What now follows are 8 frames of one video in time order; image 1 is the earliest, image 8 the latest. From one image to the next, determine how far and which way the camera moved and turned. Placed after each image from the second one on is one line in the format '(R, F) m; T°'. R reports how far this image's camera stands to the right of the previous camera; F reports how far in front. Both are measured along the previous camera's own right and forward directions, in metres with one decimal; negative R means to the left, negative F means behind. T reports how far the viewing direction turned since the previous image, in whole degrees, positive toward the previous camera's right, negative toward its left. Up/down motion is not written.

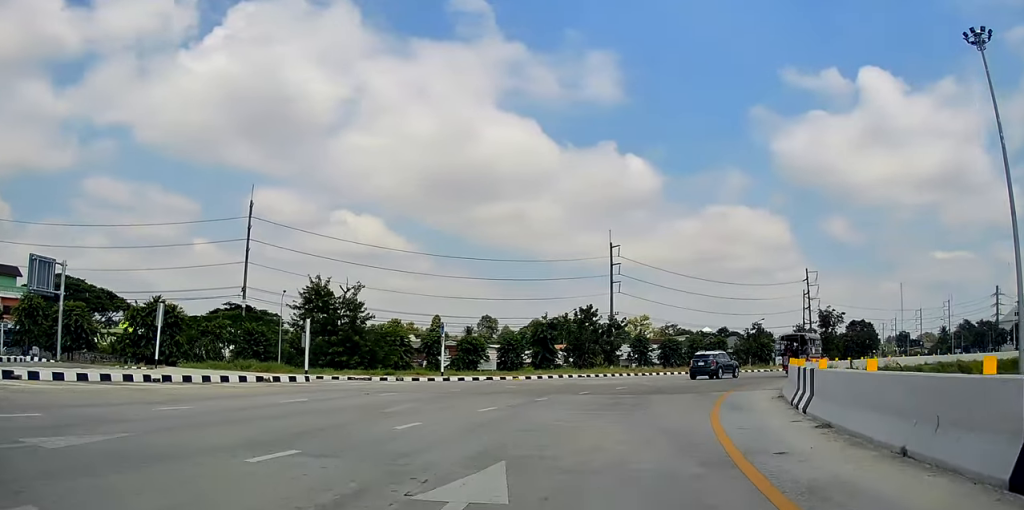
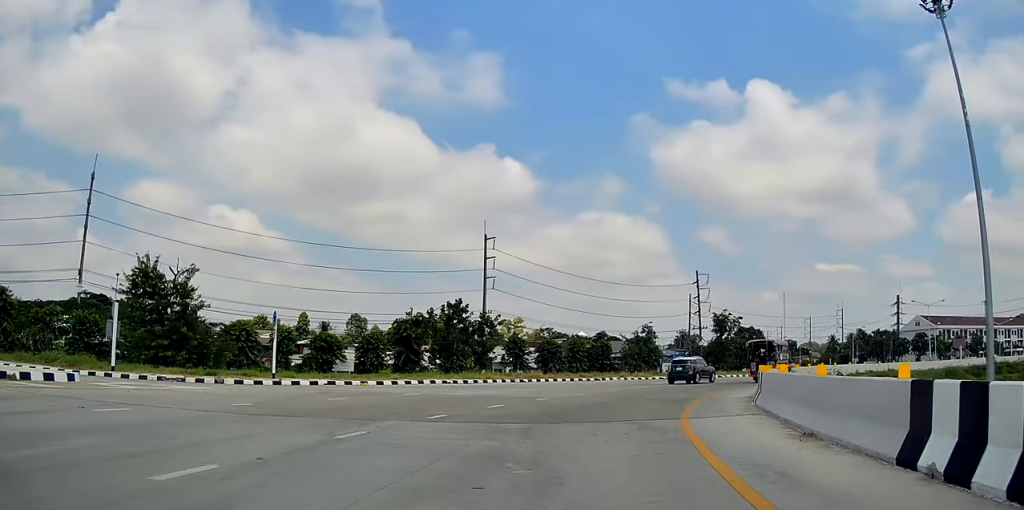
(+0.3, +9.0) m; +5°
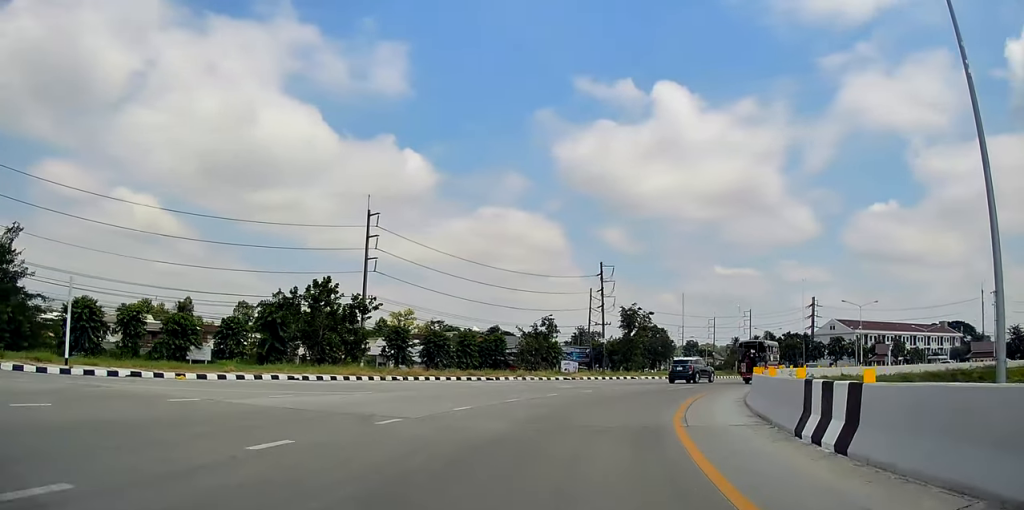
(+0.5, +9.2) m; +8°
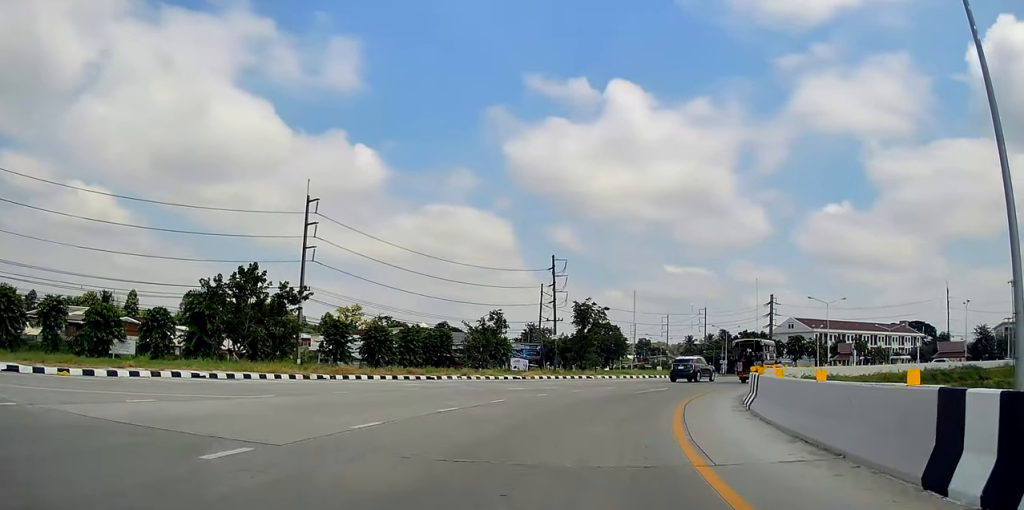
(+0.1, +4.7) m; +5°
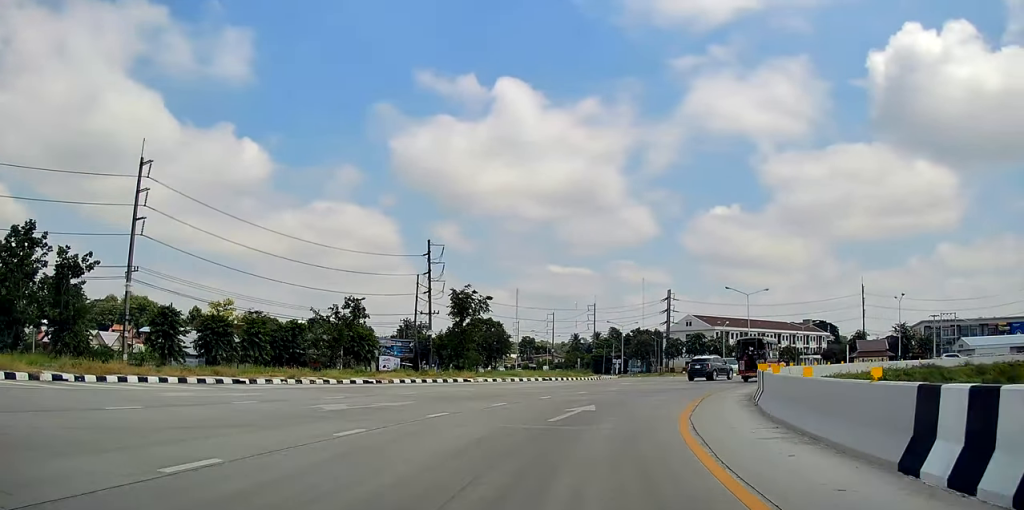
(+1.5, +11.7) m; +14°
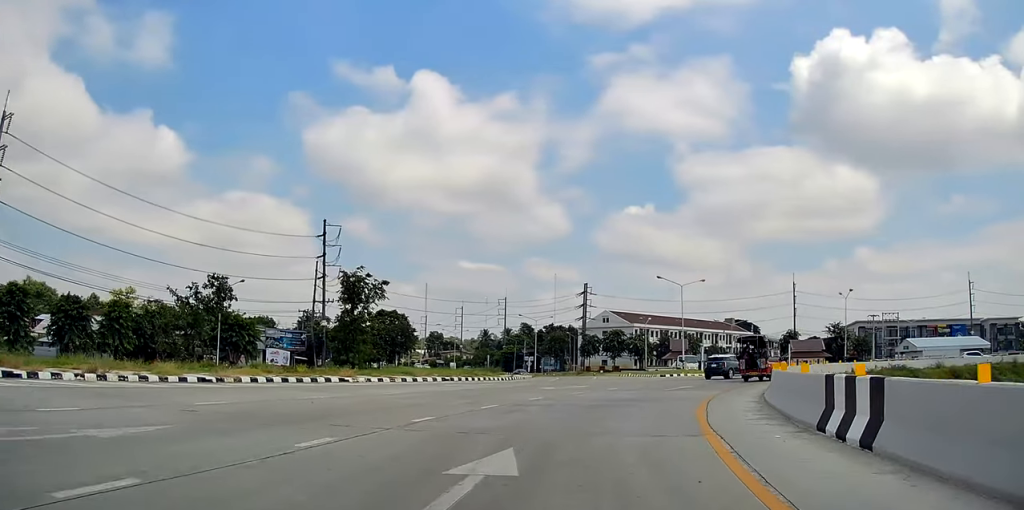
(+0.8, +9.2) m; +7°
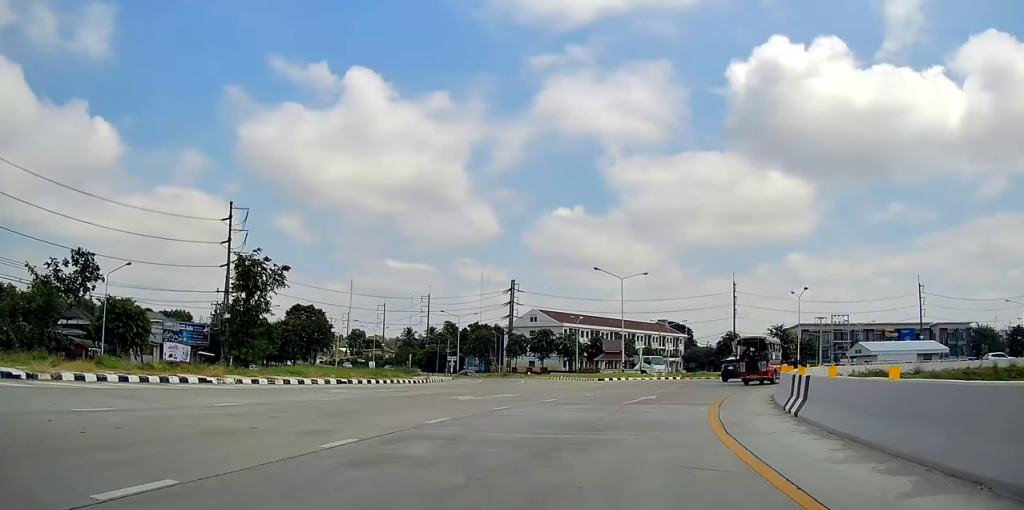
(+0.2, +7.3) m; +4°
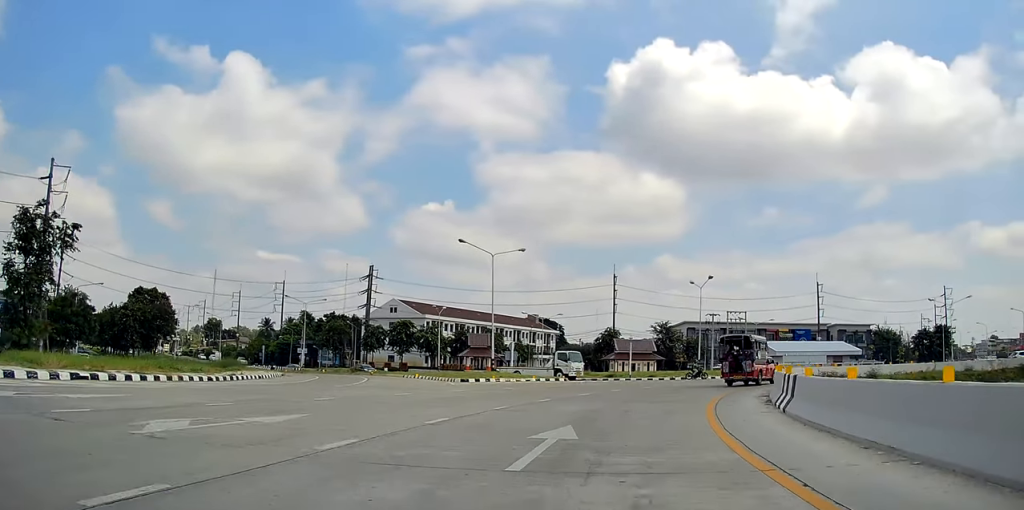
(+0.7, +11.7) m; +9°
